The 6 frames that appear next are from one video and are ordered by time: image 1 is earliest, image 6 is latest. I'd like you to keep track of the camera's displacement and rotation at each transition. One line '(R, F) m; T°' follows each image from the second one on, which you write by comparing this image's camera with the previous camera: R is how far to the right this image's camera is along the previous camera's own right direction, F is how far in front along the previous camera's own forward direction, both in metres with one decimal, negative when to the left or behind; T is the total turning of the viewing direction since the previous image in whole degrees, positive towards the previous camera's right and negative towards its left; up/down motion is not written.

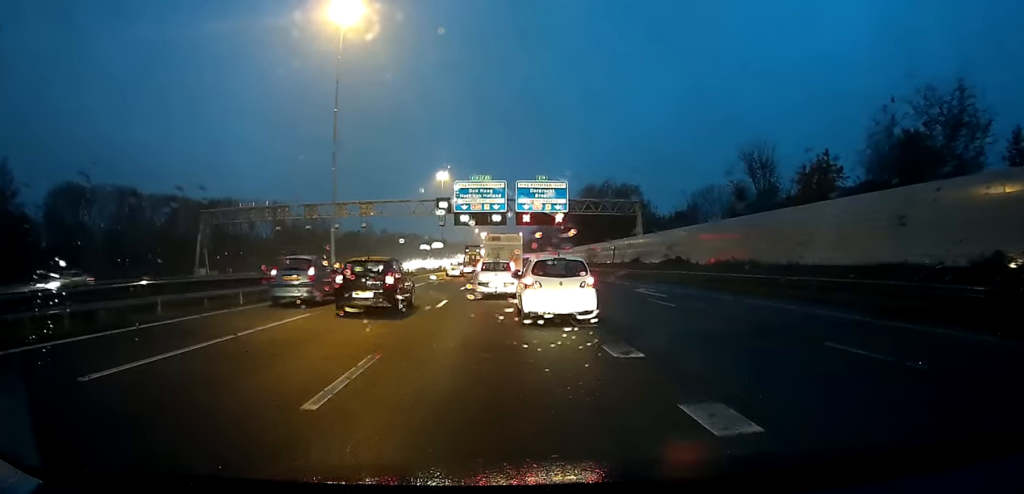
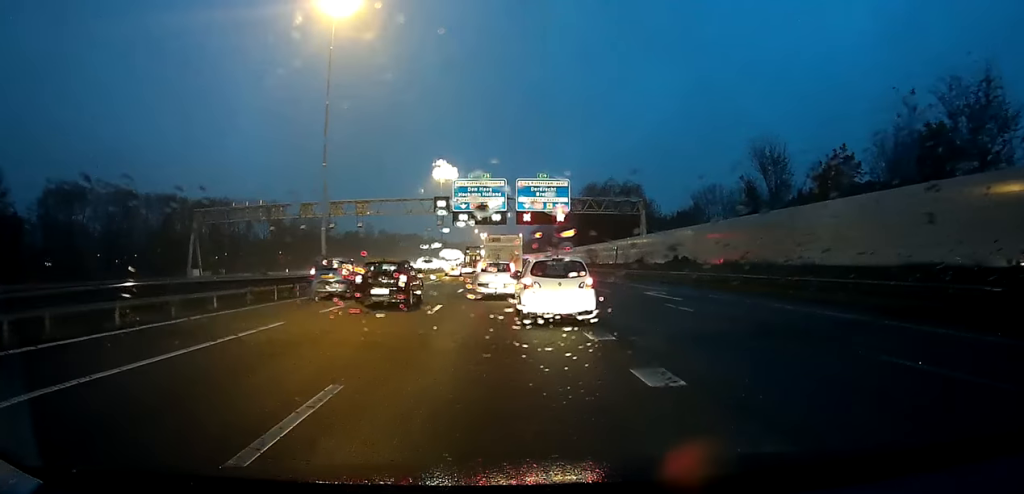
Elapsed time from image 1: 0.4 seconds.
(0.0, +2.1) m; 0°
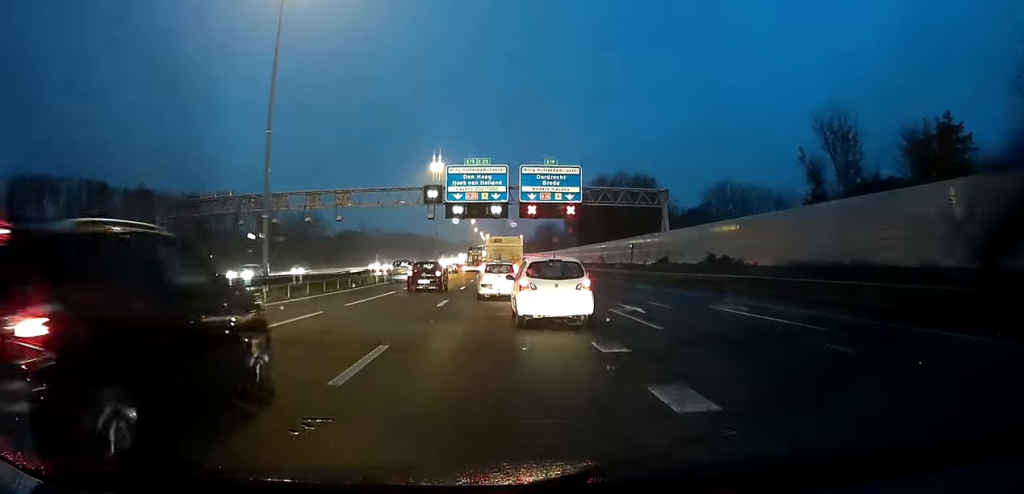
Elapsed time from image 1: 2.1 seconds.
(+0.1, +9.4) m; +5°
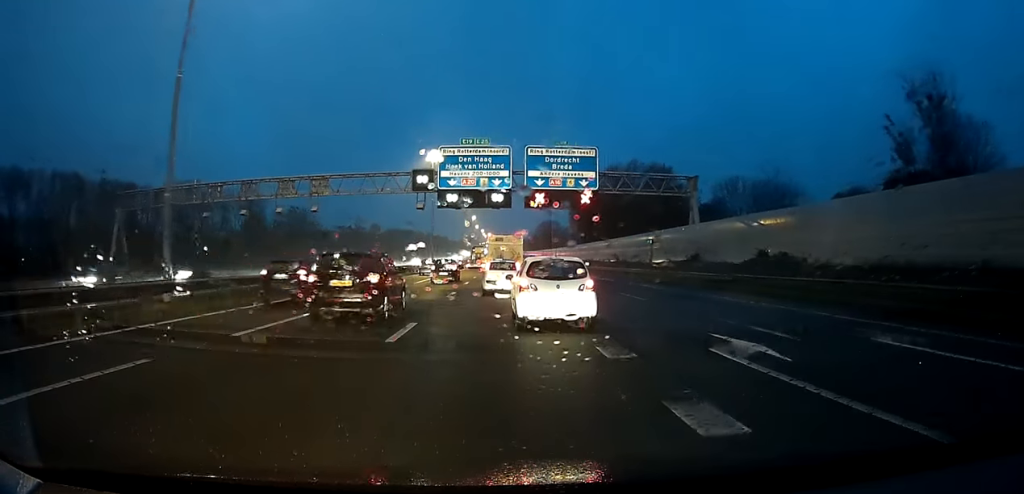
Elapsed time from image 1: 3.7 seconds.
(+0.7, +8.7) m; +2°
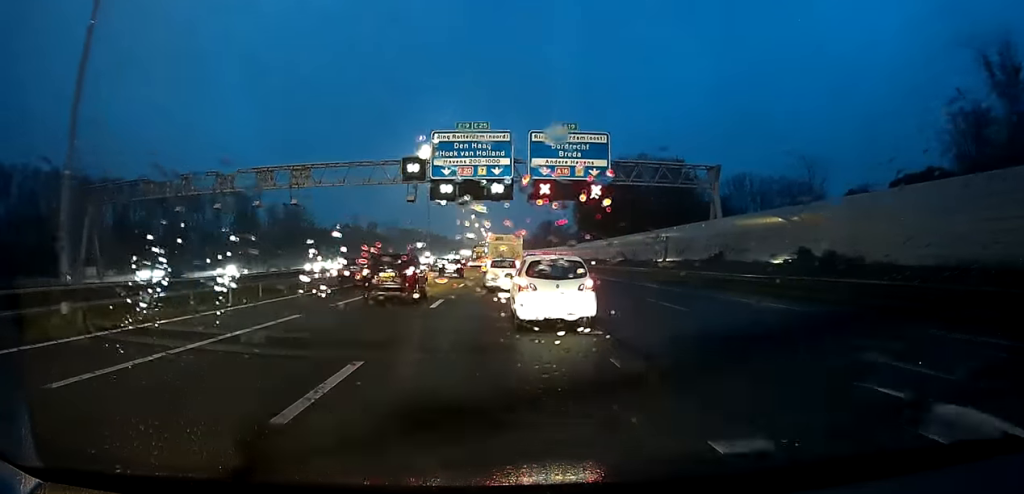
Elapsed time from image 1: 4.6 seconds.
(-0.3, +5.3) m; -1°
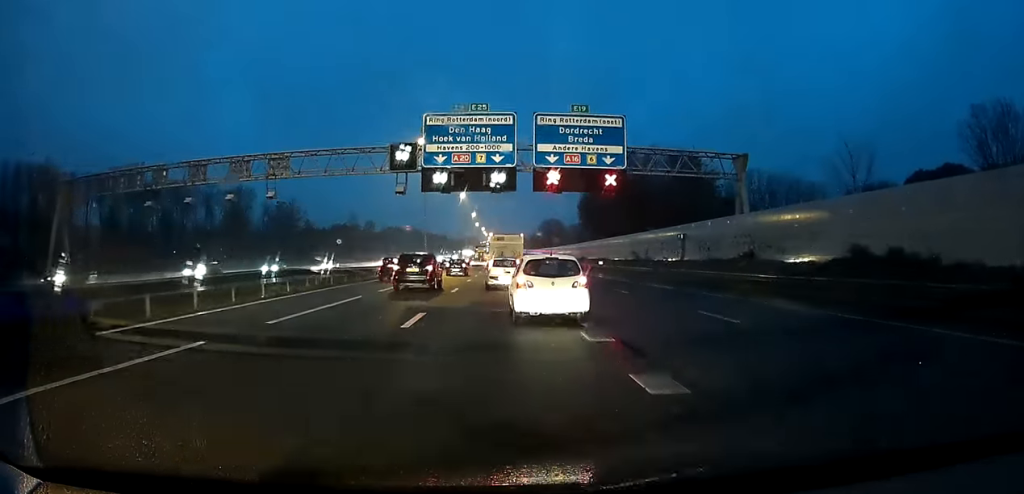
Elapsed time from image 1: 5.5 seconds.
(+0.1, +5.2) m; 0°
